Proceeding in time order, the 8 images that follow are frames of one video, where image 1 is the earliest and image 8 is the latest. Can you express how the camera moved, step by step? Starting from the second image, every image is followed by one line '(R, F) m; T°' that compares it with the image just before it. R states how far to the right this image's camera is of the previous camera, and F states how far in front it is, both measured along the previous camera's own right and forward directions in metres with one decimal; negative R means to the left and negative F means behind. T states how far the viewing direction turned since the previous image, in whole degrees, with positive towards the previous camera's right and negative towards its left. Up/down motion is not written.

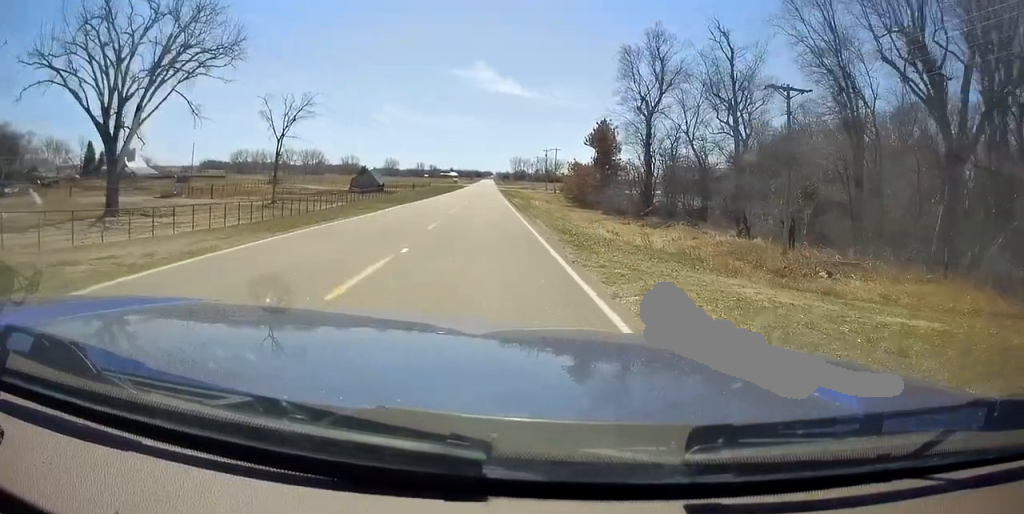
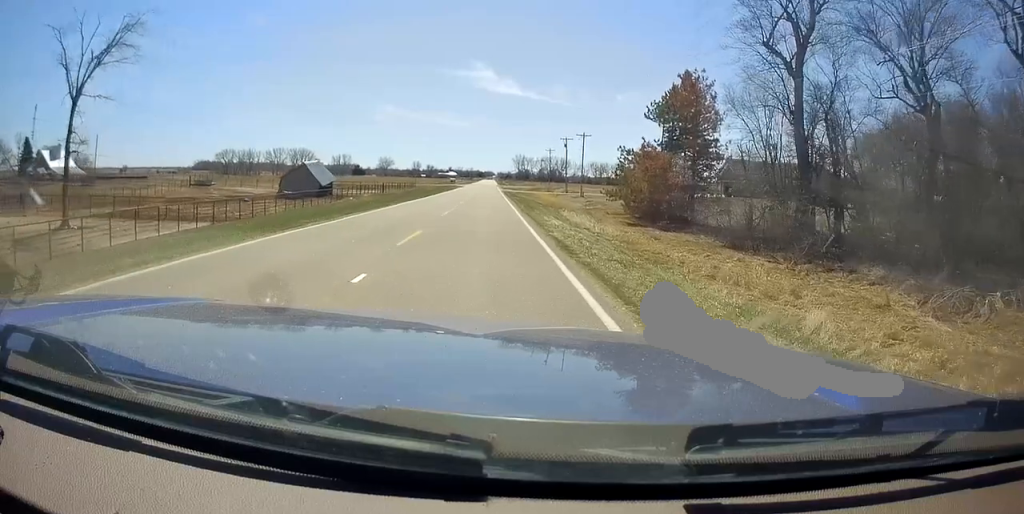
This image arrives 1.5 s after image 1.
(-0.9, +38.6) m; -1°
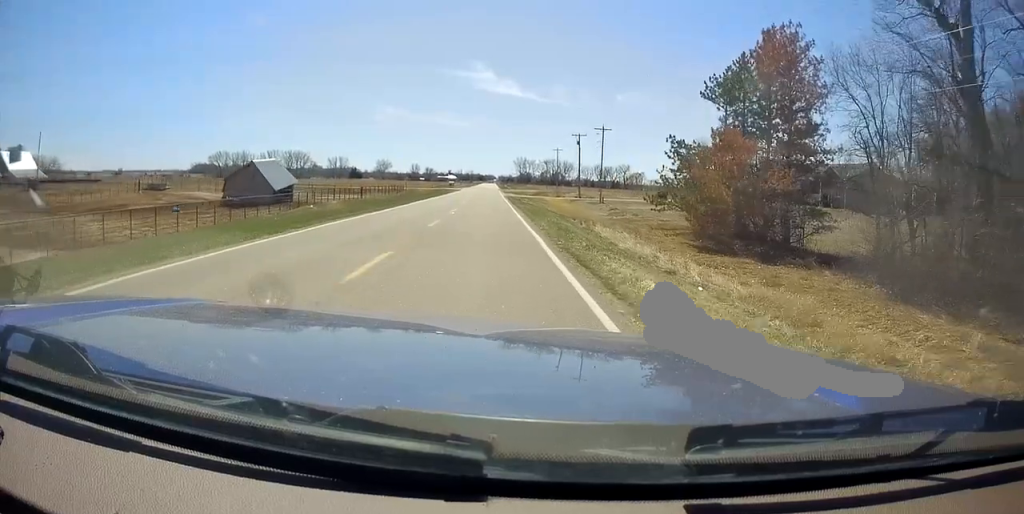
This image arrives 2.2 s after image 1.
(+0.5, +16.4) m; +1°
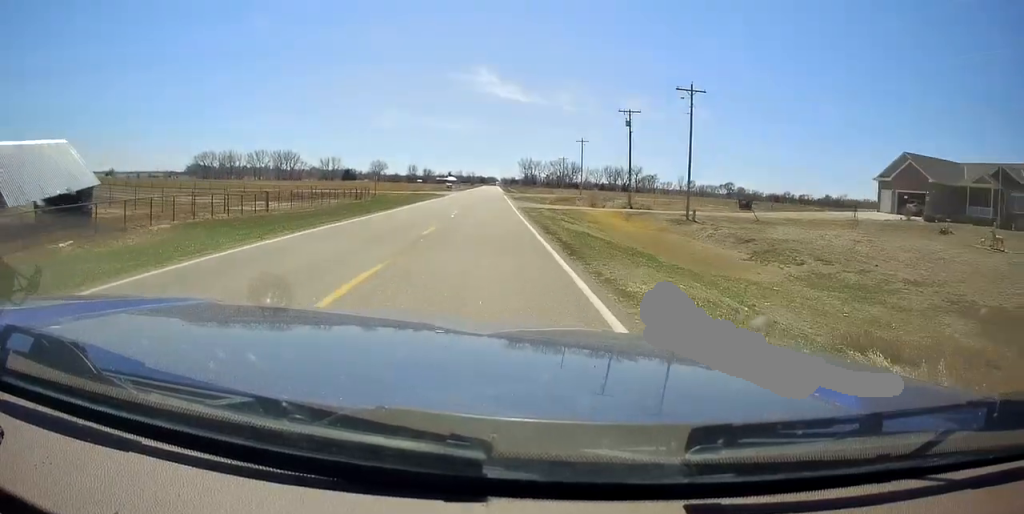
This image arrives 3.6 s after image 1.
(-0.1, +35.3) m; 0°
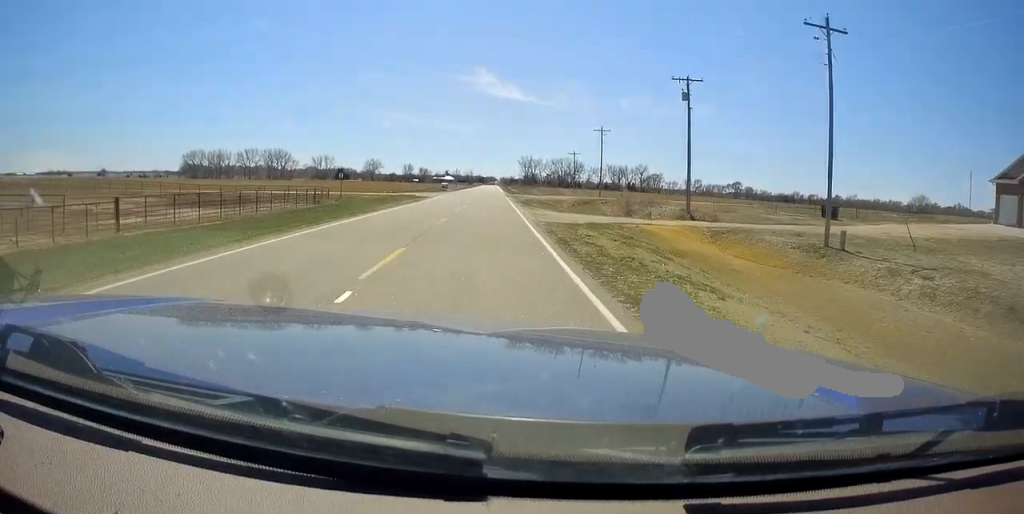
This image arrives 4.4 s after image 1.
(+0.3, +20.1) m; +1°
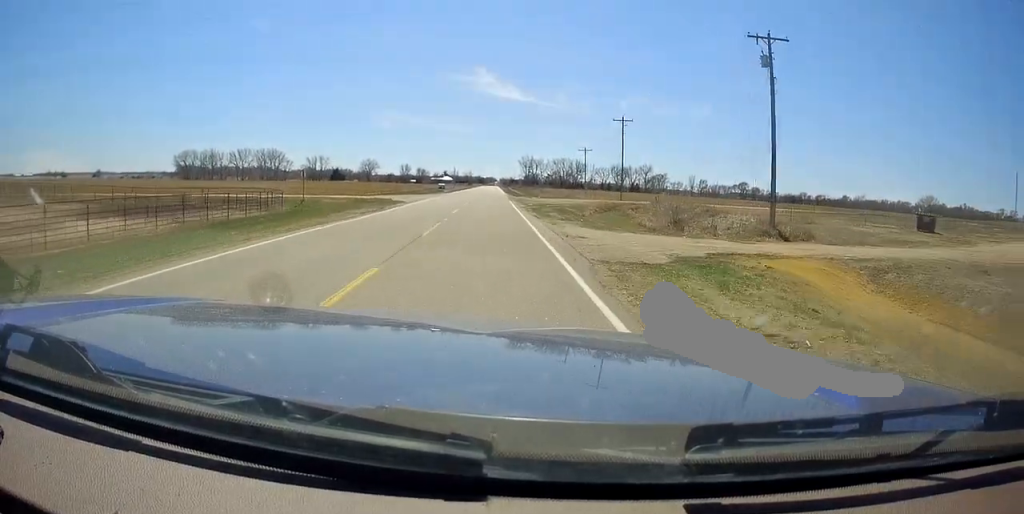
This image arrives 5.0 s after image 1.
(0.0, +14.2) m; -1°
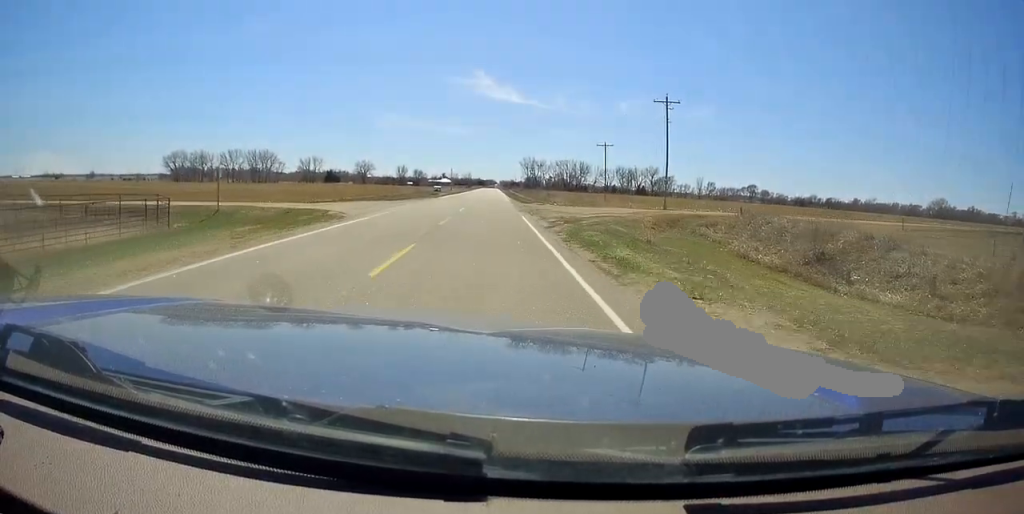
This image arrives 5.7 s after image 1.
(-0.1, +18.4) m; -1°
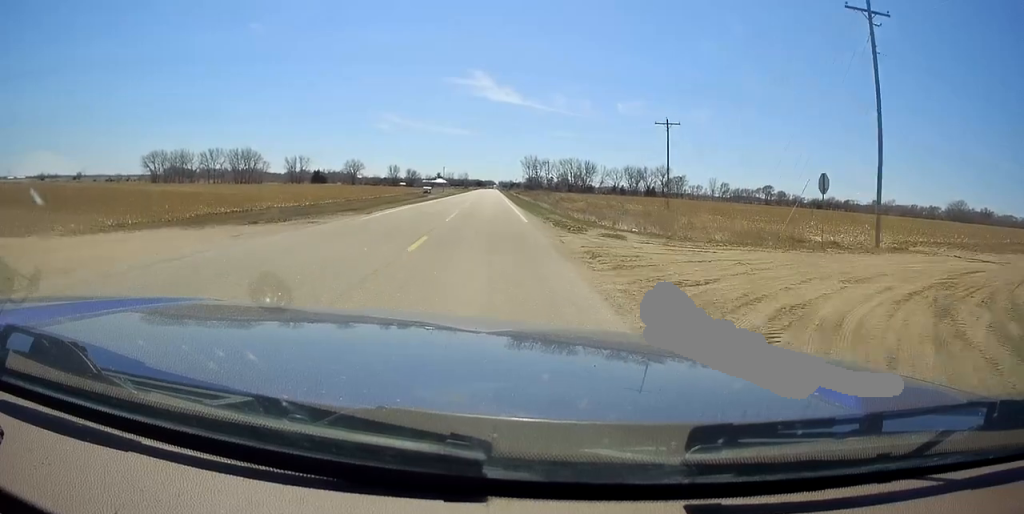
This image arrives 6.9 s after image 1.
(-0.2, +31.6) m; 0°
